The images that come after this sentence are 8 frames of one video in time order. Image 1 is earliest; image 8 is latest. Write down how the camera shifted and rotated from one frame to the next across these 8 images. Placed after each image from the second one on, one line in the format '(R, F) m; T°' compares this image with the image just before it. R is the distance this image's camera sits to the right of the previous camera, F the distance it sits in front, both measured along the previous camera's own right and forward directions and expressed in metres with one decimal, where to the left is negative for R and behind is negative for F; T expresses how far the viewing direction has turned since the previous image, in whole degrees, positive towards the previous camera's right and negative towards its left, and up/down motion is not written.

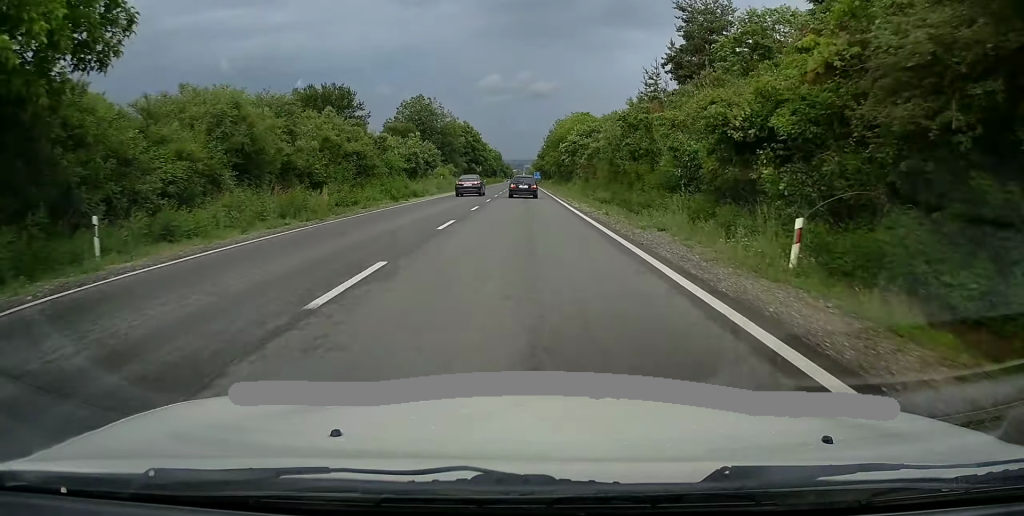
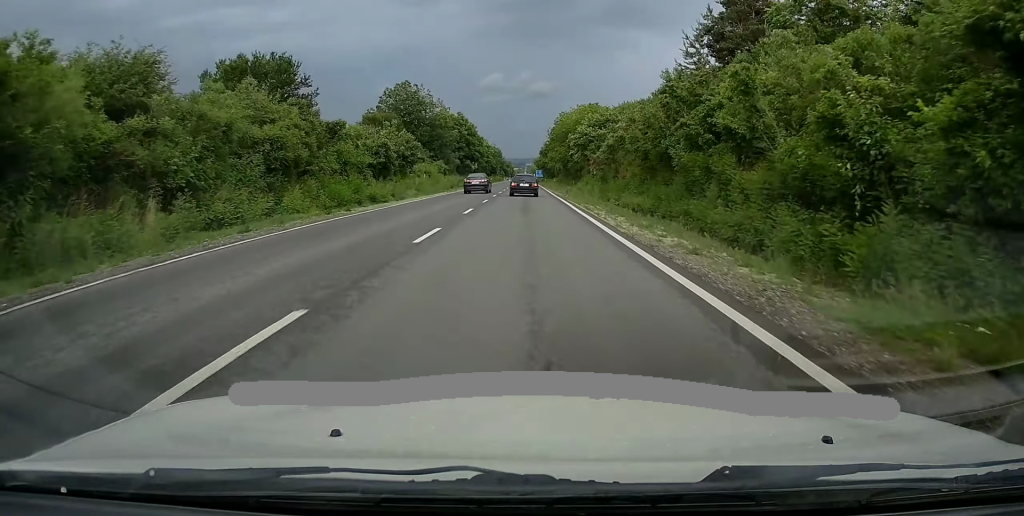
(0.0, +12.3) m; 0°
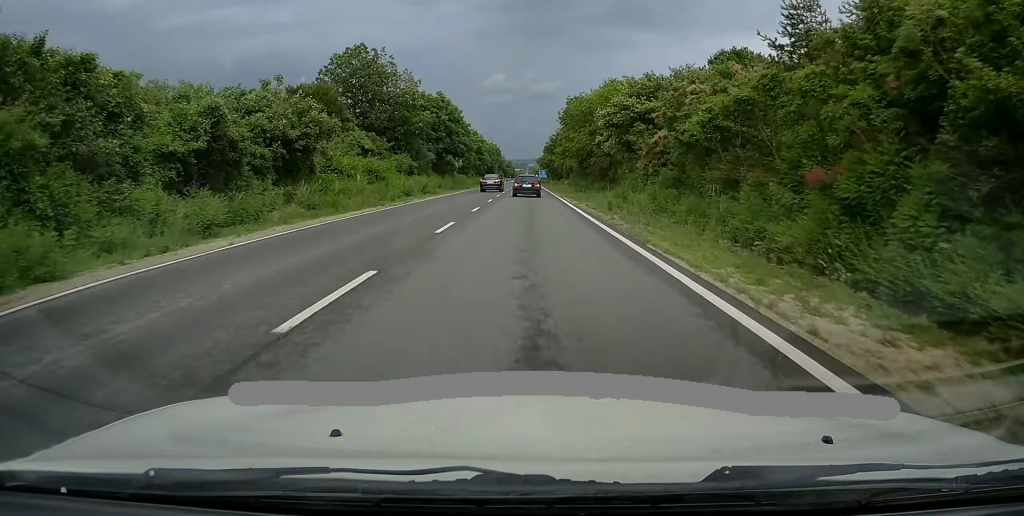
(-0.2, +24.6) m; -1°
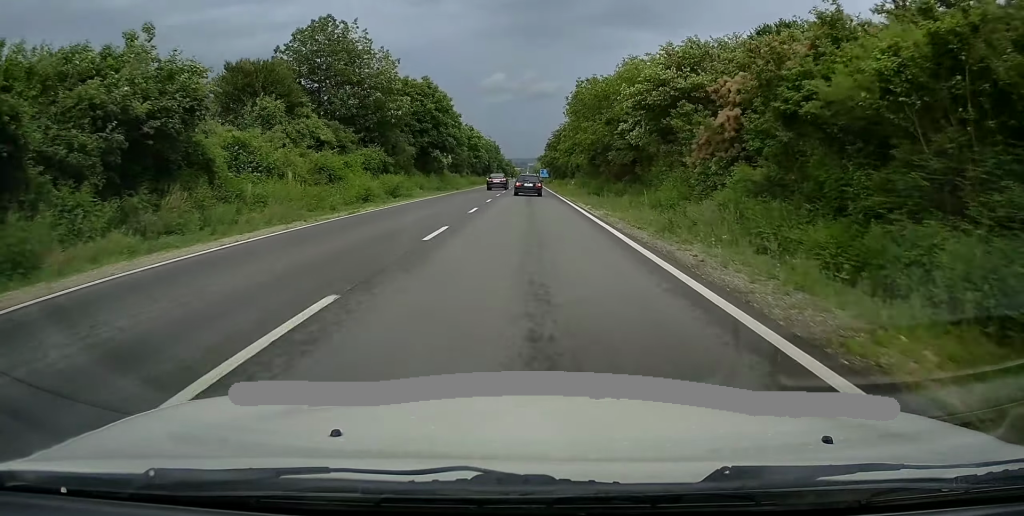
(-0.2, +10.6) m; 0°
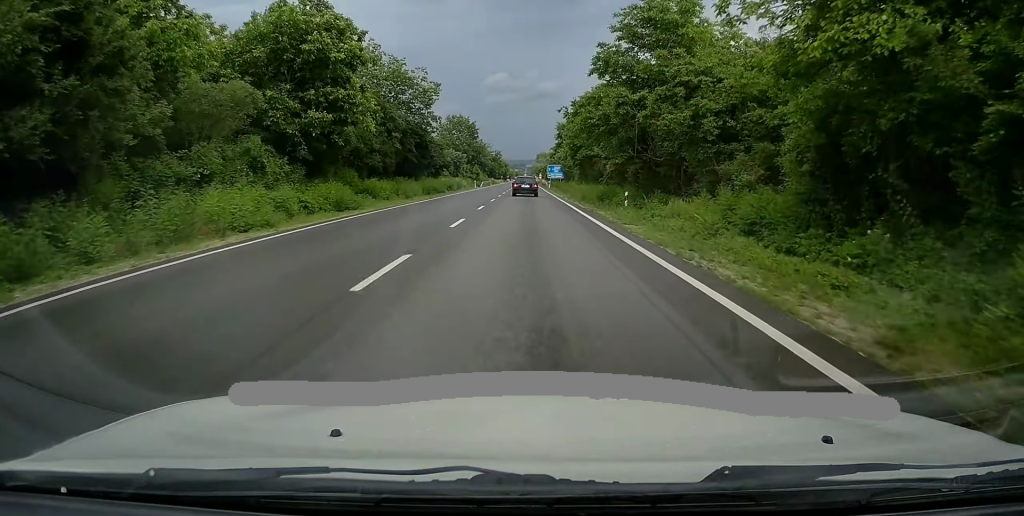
(+0.3, +85.6) m; 0°
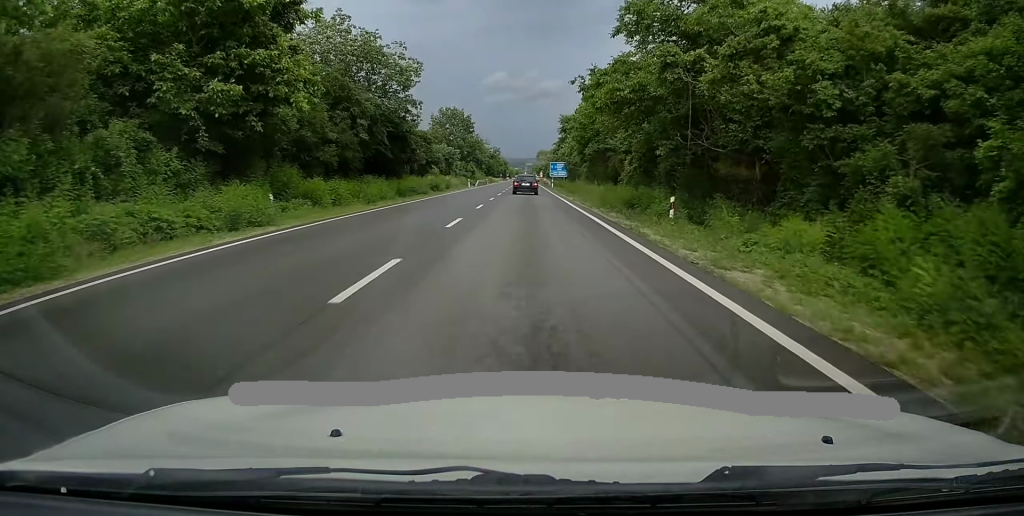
(-0.2, +9.6) m; 0°
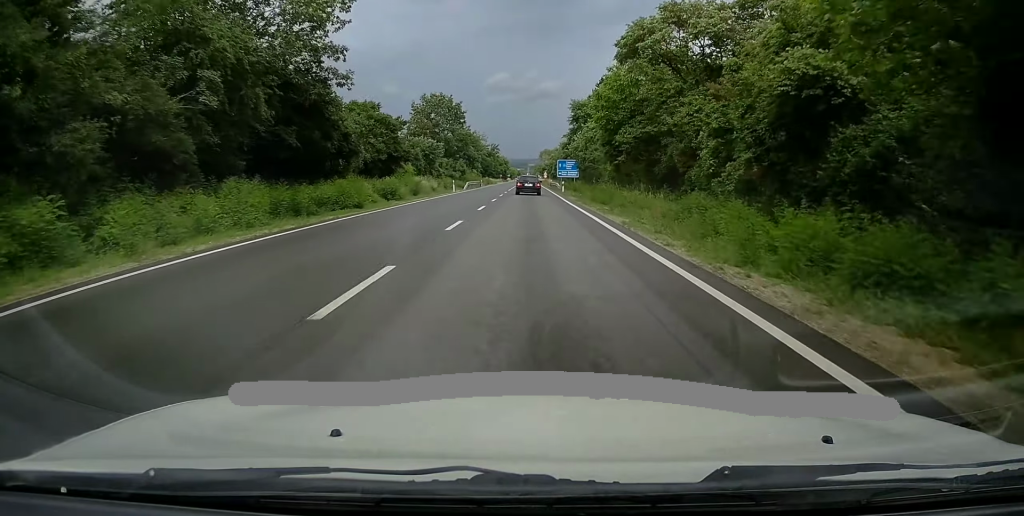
(+0.2, +18.5) m; 0°
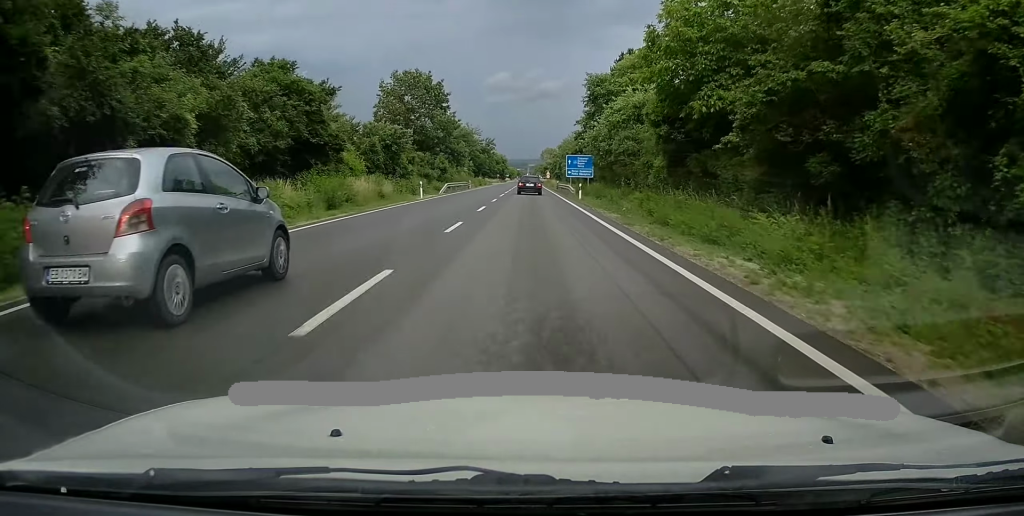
(0.0, +18.5) m; 0°
